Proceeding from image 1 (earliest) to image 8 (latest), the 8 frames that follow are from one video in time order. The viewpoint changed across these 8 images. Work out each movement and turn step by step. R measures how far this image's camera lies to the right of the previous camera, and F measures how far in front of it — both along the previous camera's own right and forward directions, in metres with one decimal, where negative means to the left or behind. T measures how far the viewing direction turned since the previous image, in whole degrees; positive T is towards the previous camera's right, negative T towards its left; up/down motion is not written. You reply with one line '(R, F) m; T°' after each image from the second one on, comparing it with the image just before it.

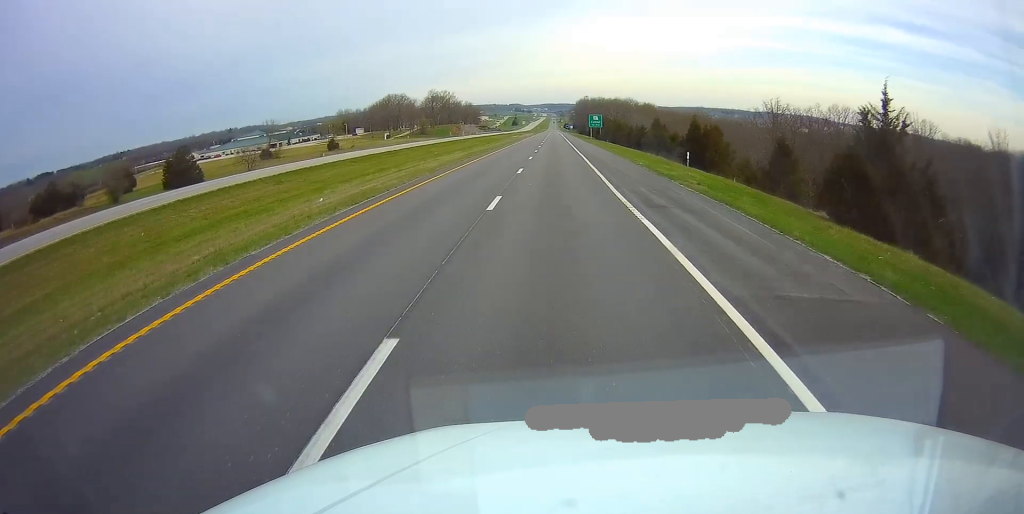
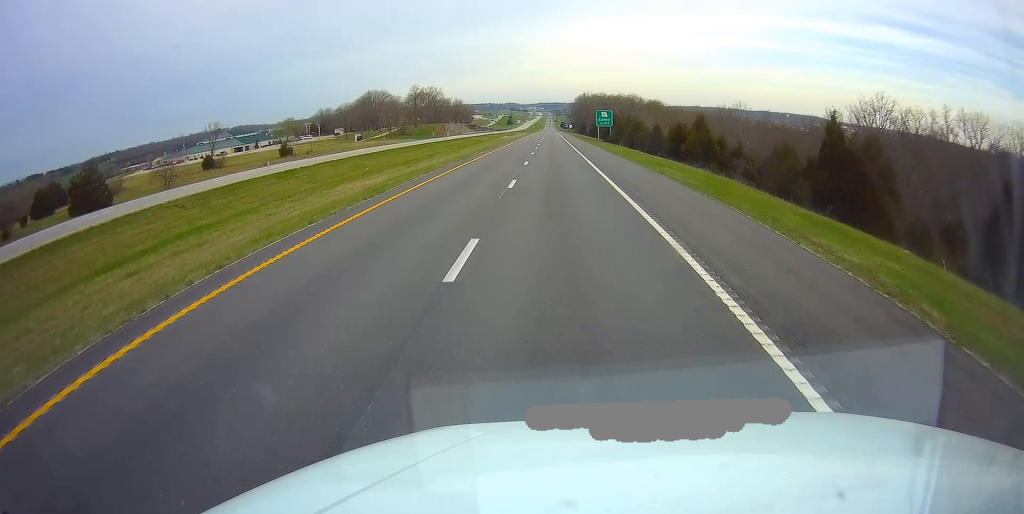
(+0.1, +31.7) m; +1°
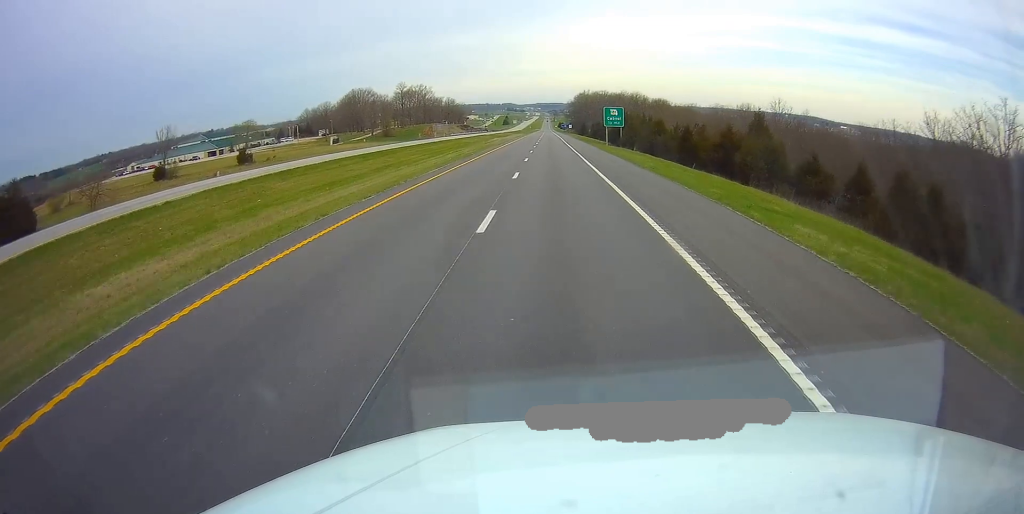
(+0.1, +21.0) m; 0°
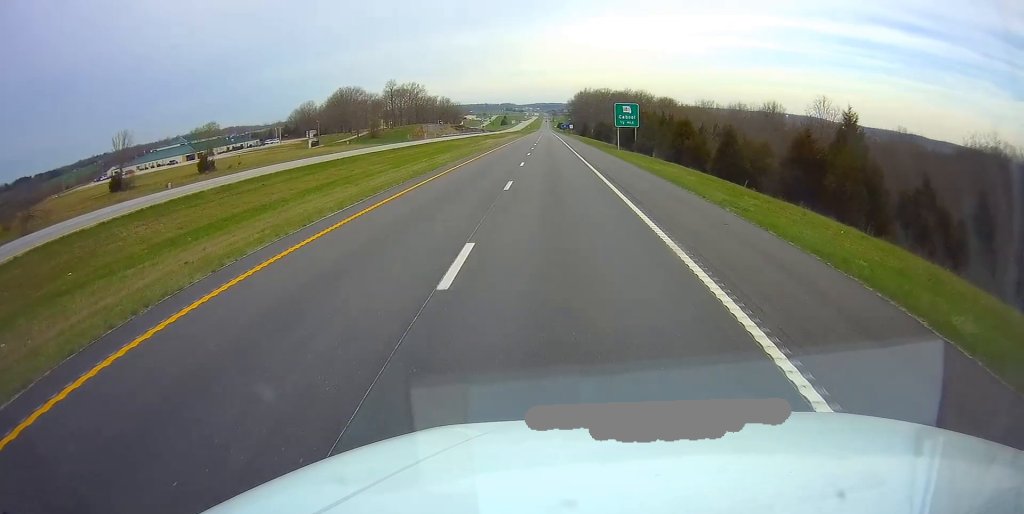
(0.0, +16.4) m; -1°
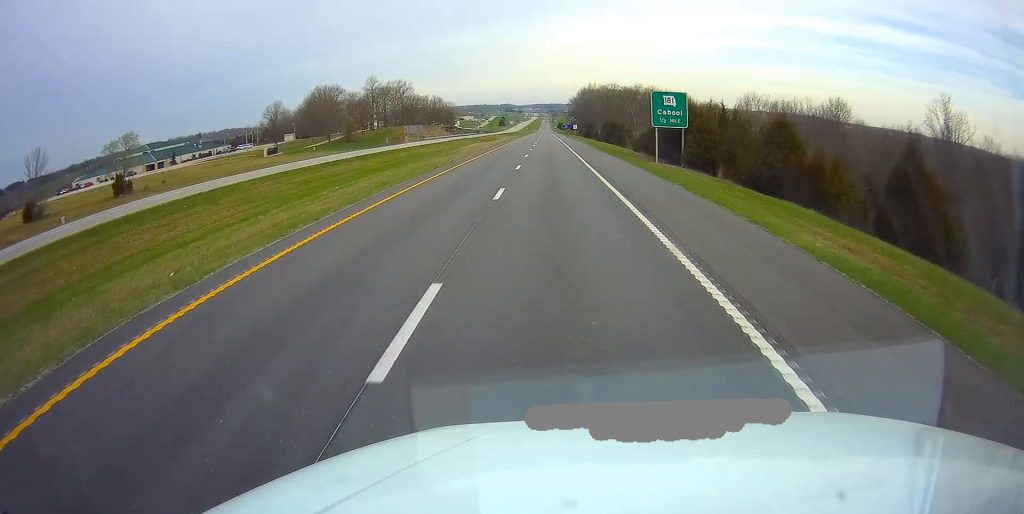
(-0.3, +27.6) m; 0°
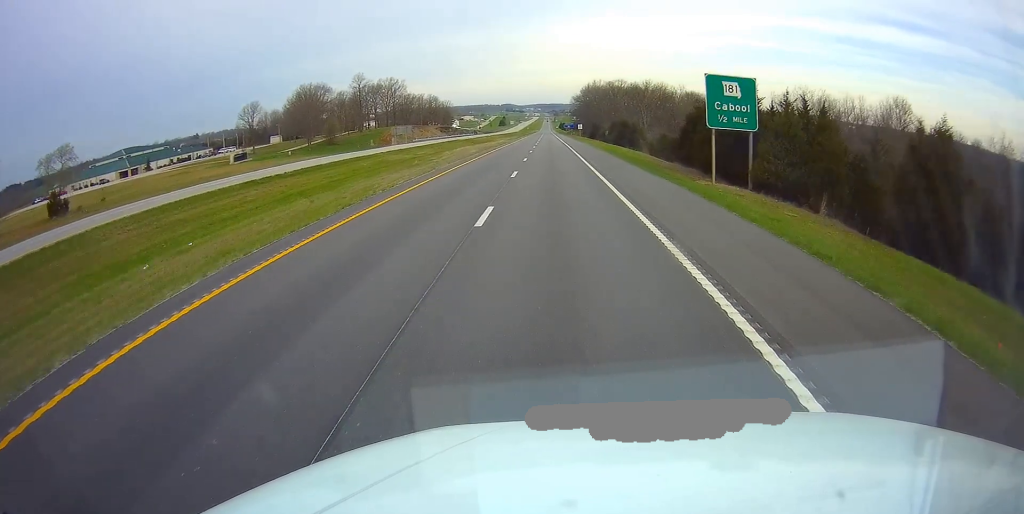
(+0.2, +16.9) m; 0°
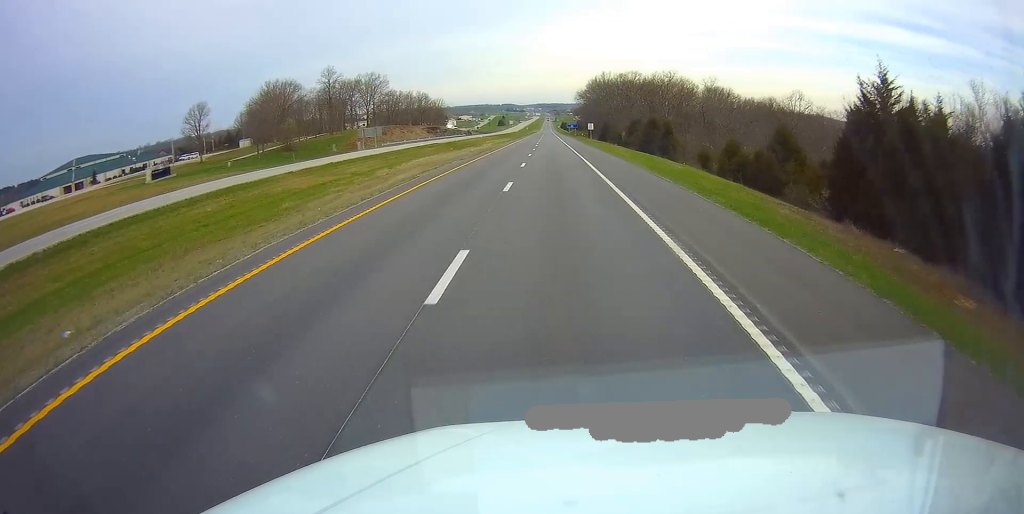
(+0.2, +30.1) m; 0°
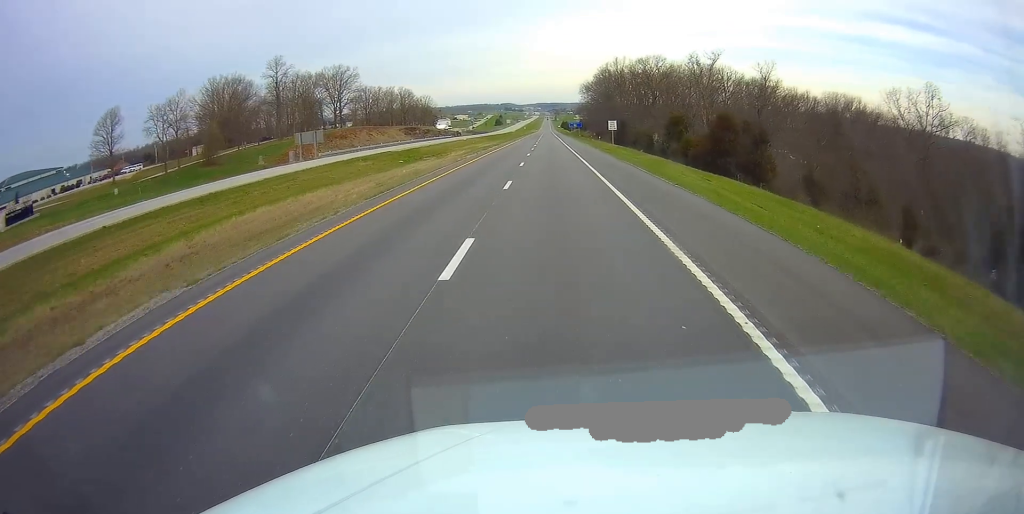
(-0.2, +35.6) m; 0°
